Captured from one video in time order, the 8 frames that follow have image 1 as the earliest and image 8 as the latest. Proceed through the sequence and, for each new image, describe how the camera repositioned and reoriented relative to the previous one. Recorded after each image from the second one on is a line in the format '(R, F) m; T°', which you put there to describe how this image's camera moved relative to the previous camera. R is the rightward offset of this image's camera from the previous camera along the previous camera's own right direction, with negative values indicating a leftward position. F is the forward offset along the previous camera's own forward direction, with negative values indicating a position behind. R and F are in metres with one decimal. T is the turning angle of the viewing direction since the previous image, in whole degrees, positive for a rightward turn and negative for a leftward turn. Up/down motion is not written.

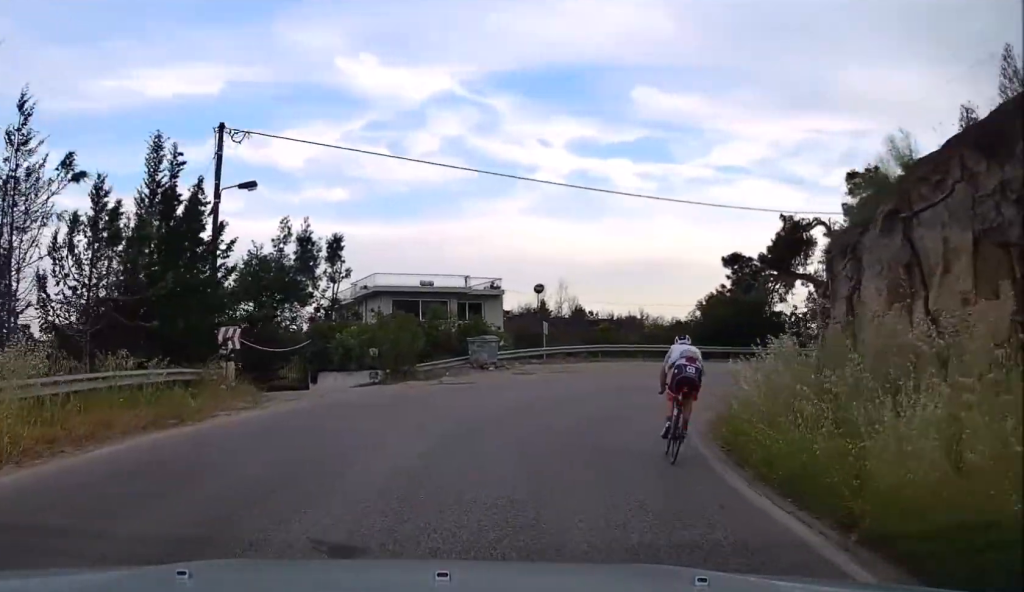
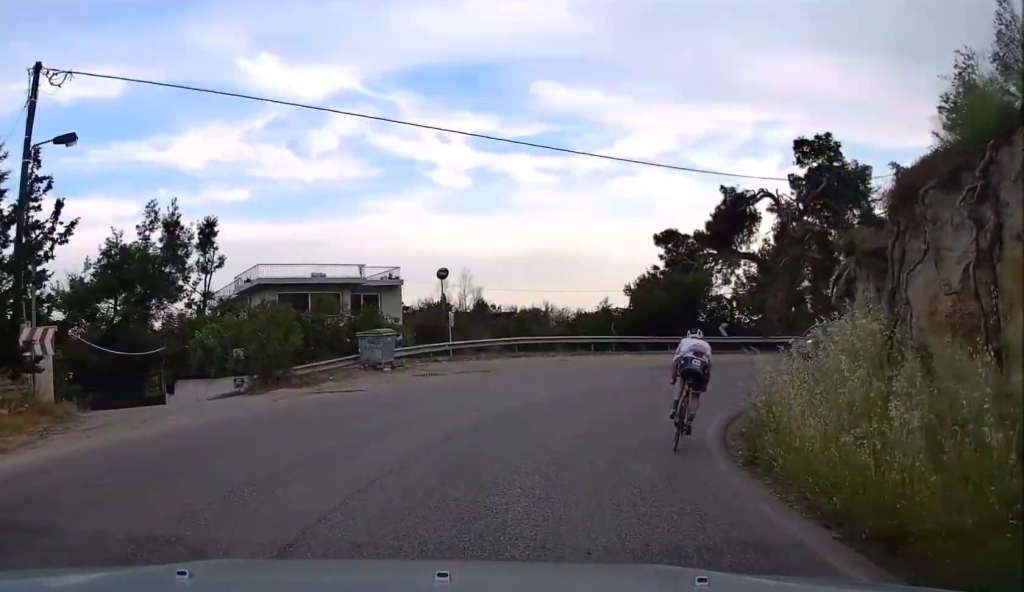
(+0.2, +6.1) m; +9°
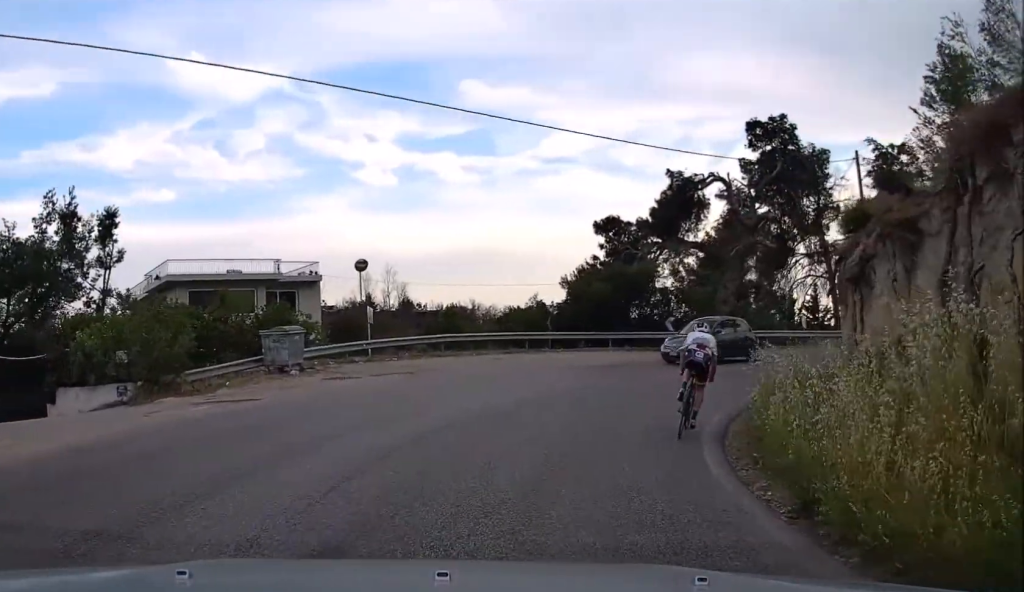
(+0.4, +3.3) m; +8°
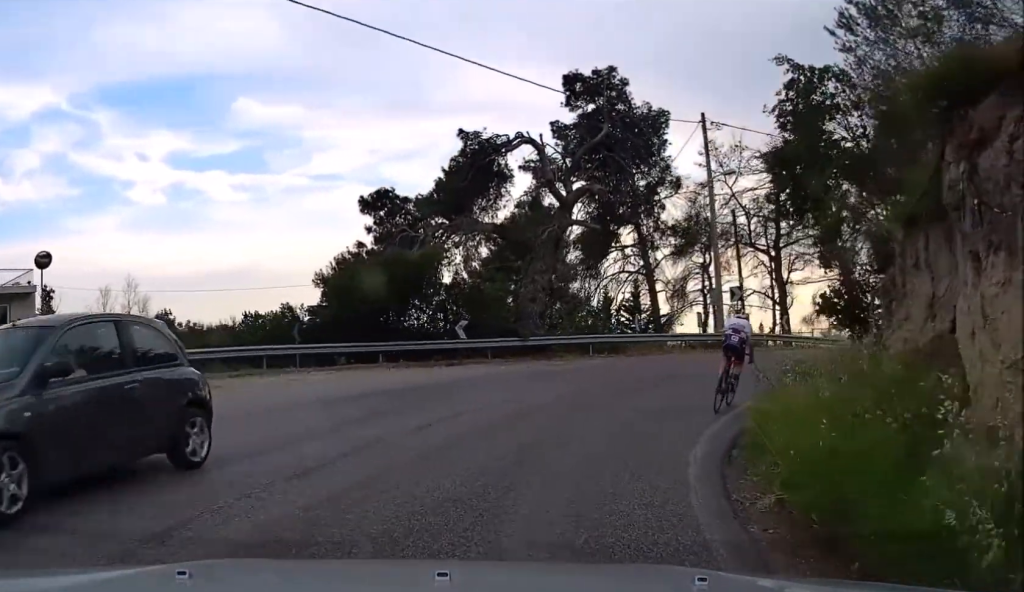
(+1.5, +8.9) m; +18°
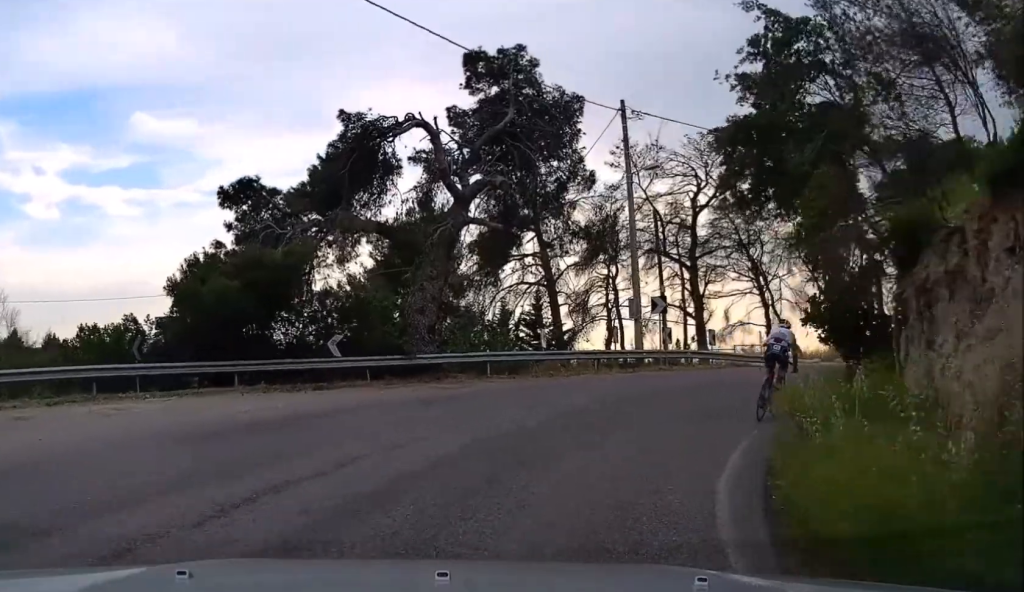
(+0.3, +4.0) m; +9°
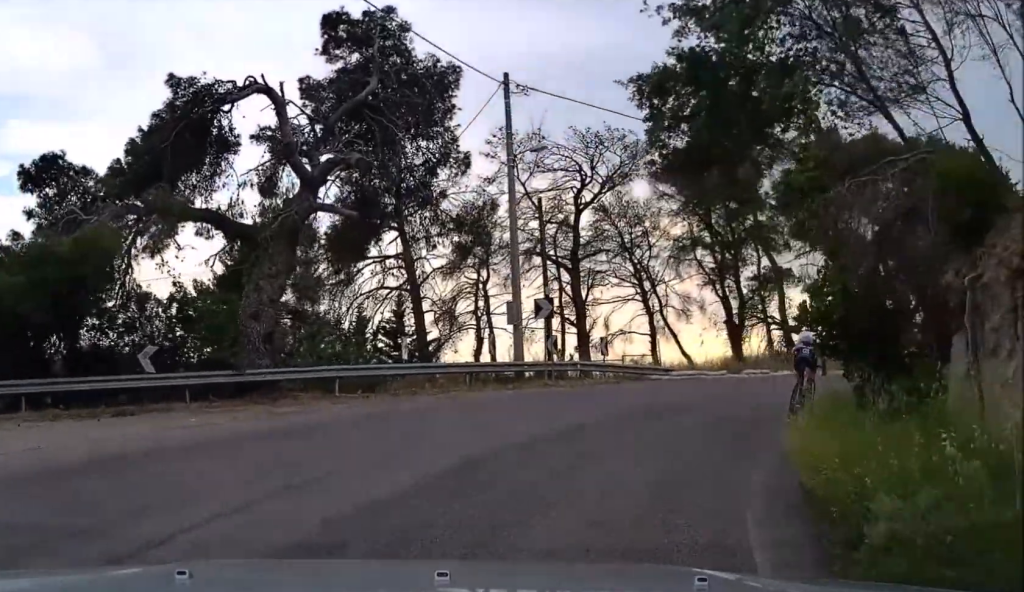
(+0.3, +4.3) m; +10°
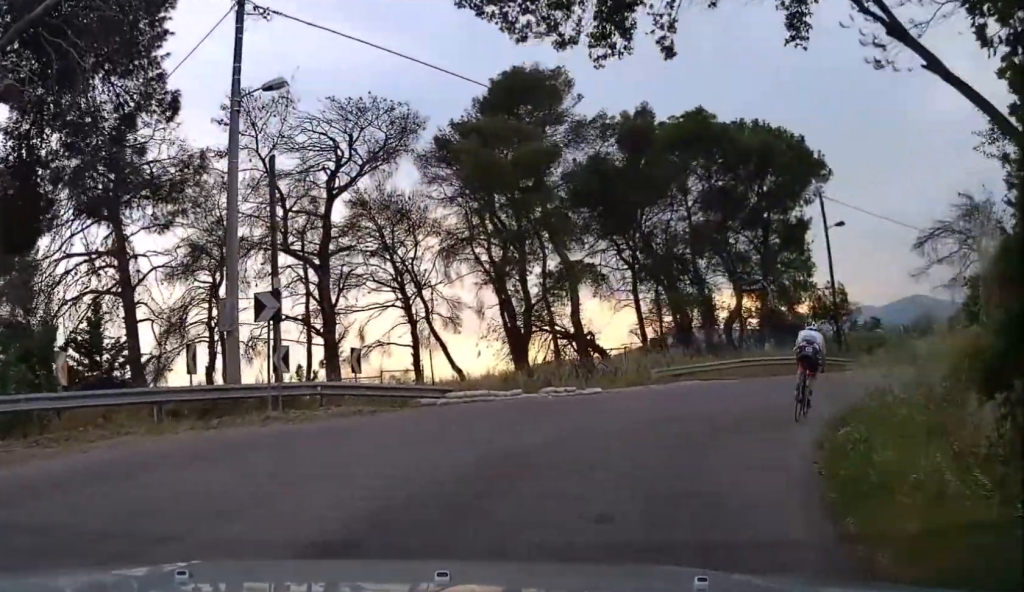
(+1.0, +6.7) m; +17°
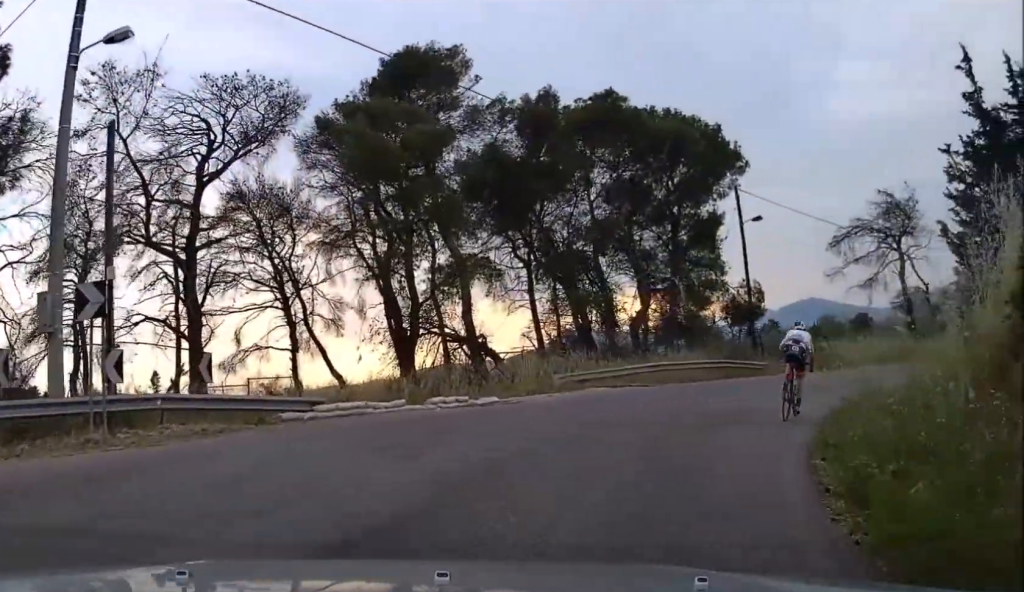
(+0.1, +2.9) m; +7°
